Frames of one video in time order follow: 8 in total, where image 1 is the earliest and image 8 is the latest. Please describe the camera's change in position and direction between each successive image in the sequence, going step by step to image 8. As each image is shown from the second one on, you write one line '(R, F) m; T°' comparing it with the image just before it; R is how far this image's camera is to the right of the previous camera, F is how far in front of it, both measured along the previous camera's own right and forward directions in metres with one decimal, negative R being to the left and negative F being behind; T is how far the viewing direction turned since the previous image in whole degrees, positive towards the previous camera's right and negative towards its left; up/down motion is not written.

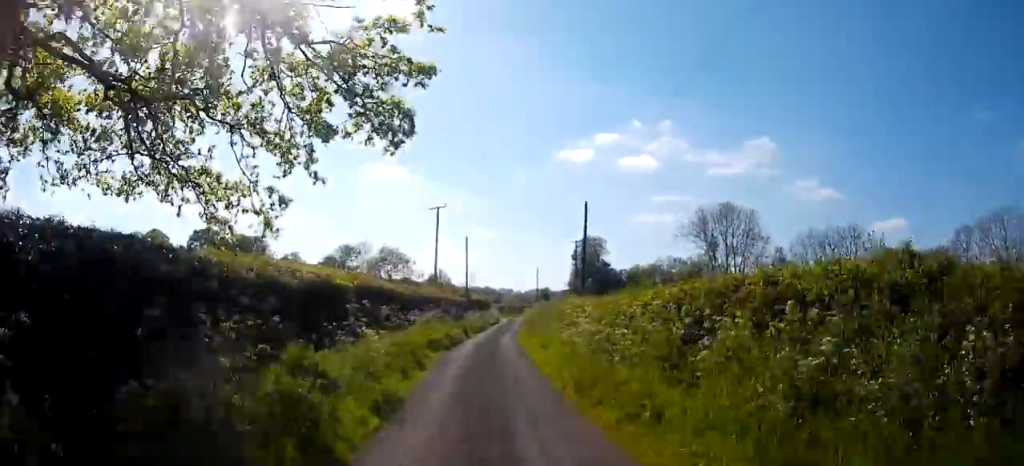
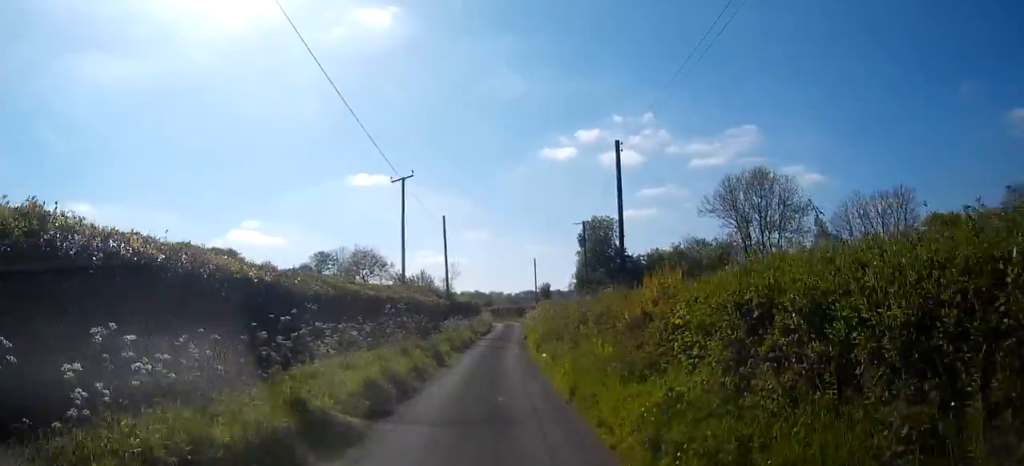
(-0.3, +13.8) m; 0°
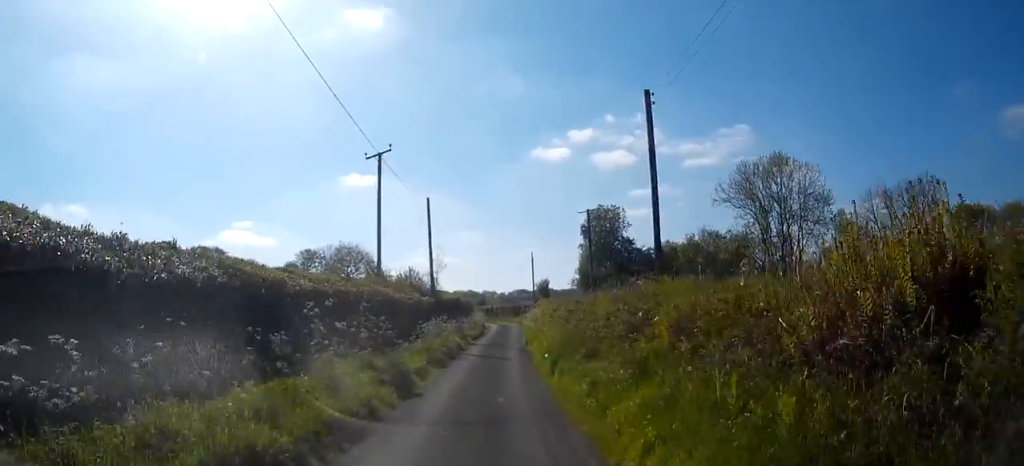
(+0.1, +6.3) m; +1°
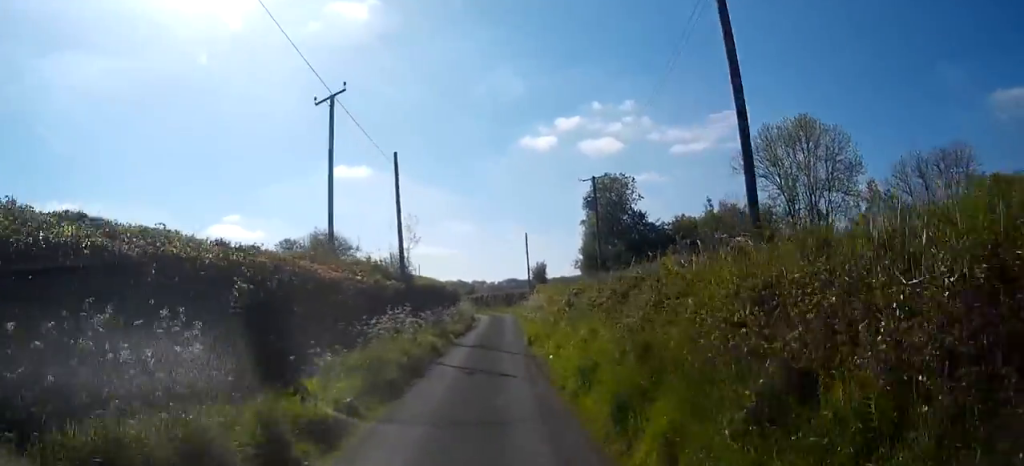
(+0.2, +8.1) m; 0°
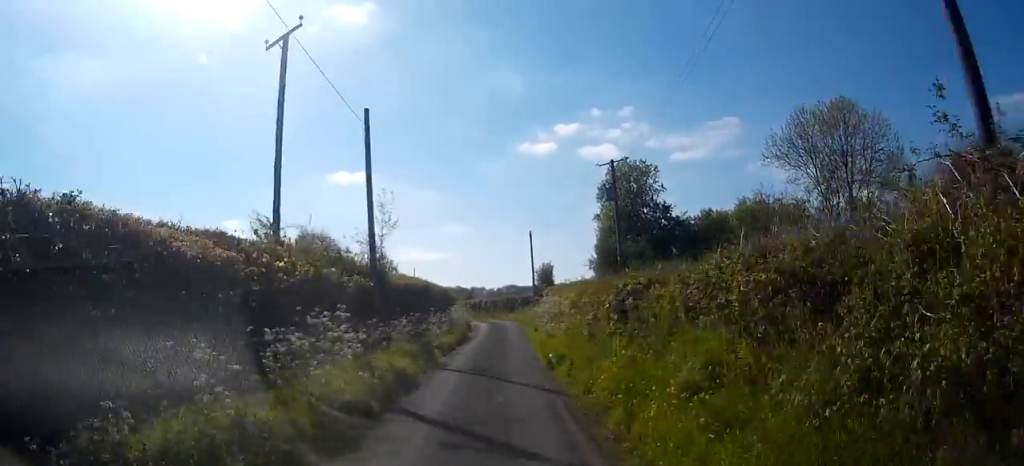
(-0.3, +6.6) m; +2°
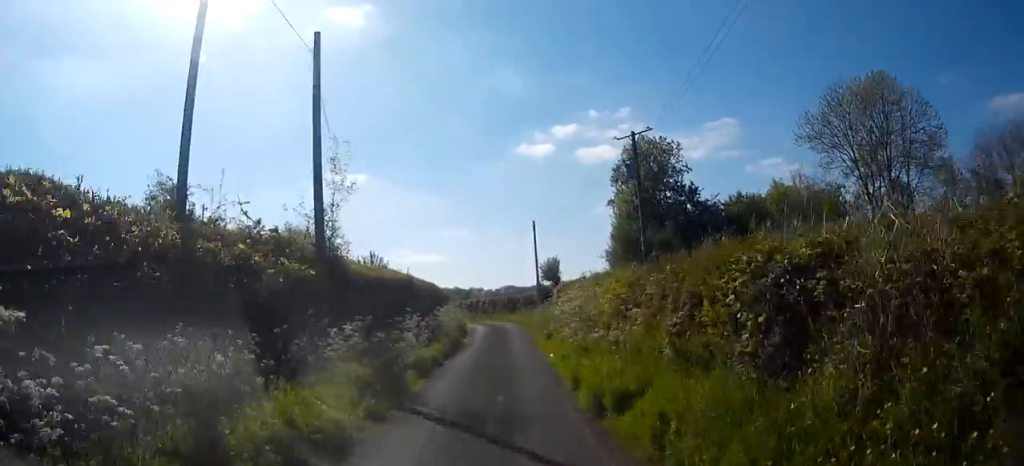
(+0.1, +5.9) m; +2°
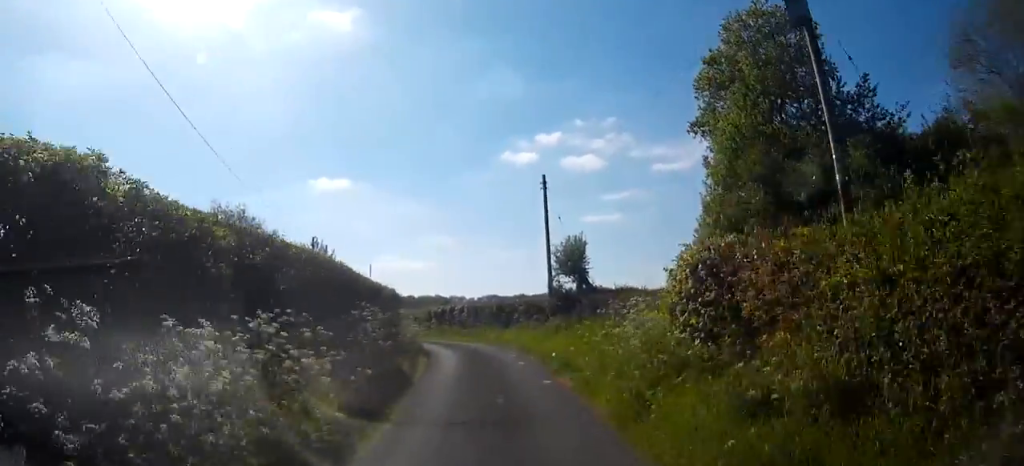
(+1.1, +17.9) m; +1°
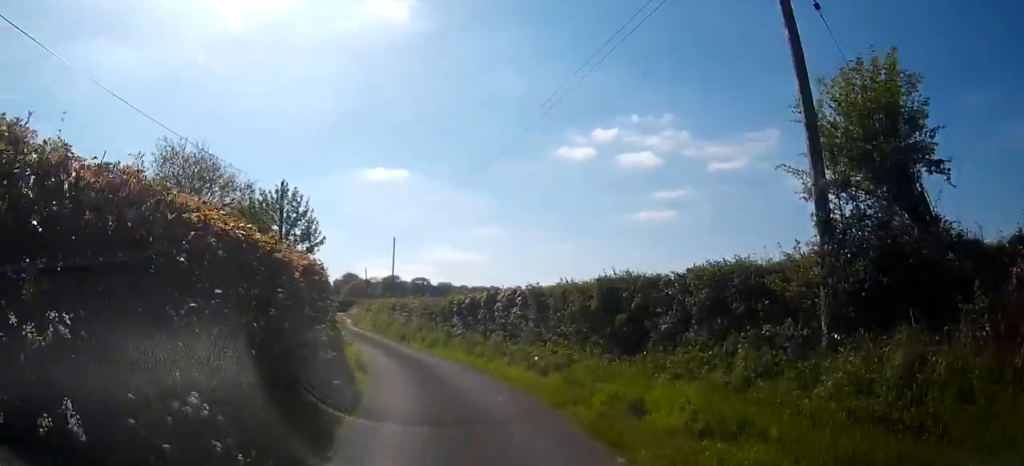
(-0.8, +19.7) m; -7°
